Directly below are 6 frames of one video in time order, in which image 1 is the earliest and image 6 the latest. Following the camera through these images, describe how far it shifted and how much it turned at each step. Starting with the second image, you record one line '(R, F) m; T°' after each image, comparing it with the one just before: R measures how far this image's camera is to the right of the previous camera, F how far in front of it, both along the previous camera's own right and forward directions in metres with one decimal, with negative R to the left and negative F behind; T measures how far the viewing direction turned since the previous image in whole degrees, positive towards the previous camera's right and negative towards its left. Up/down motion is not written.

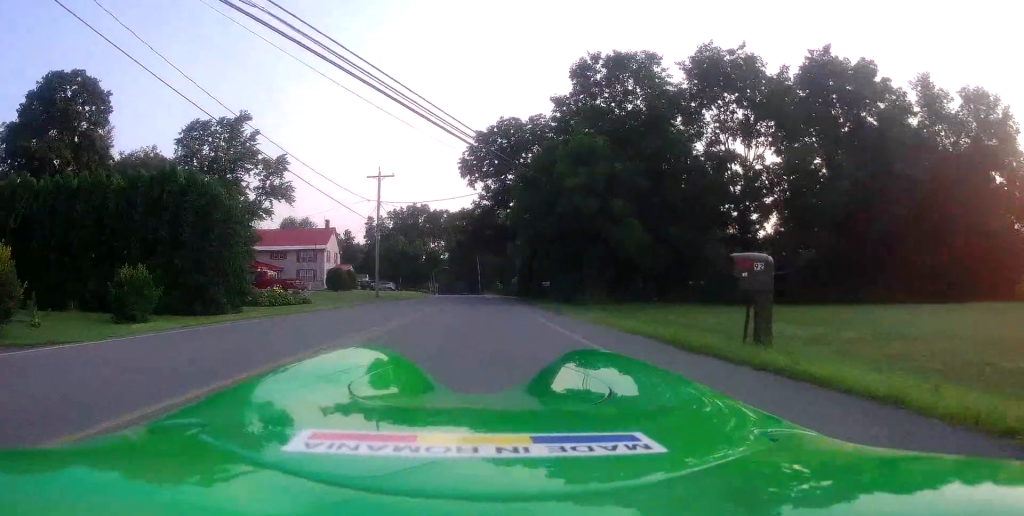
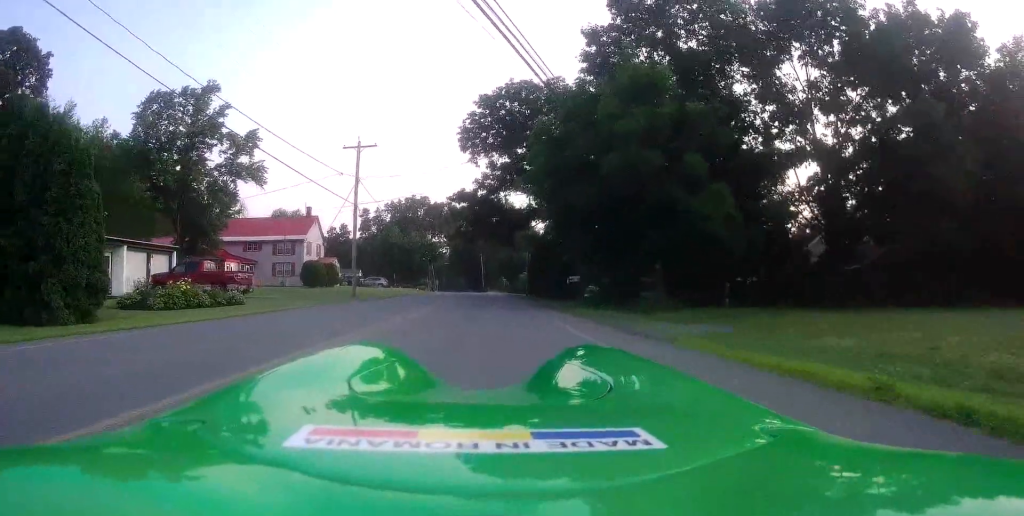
(0.0, +9.7) m; 0°
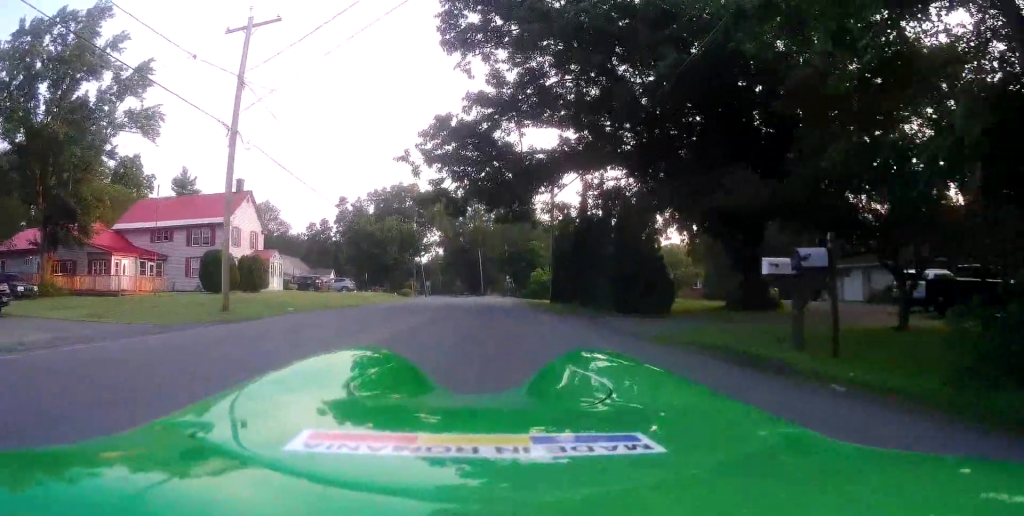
(+0.6, +19.5) m; -1°
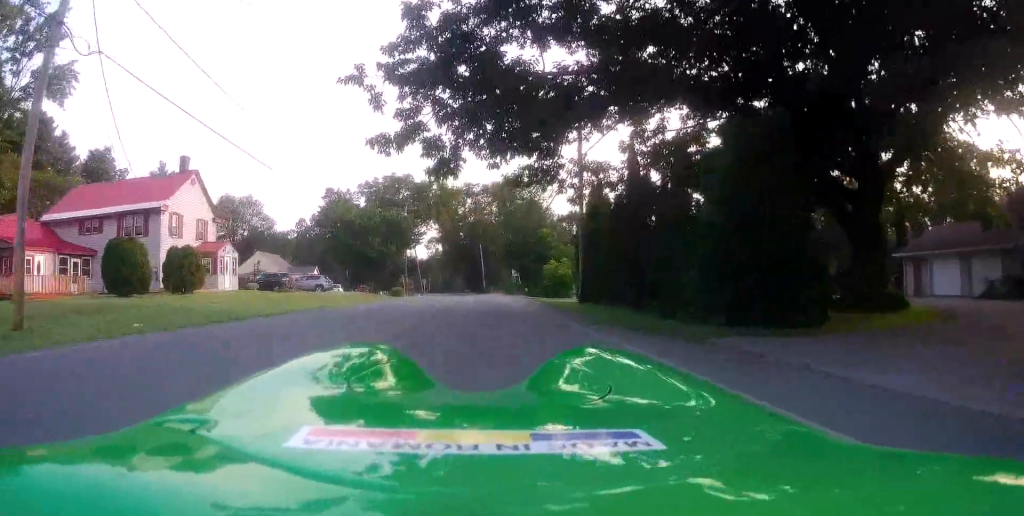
(-0.6, +10.2) m; -2°
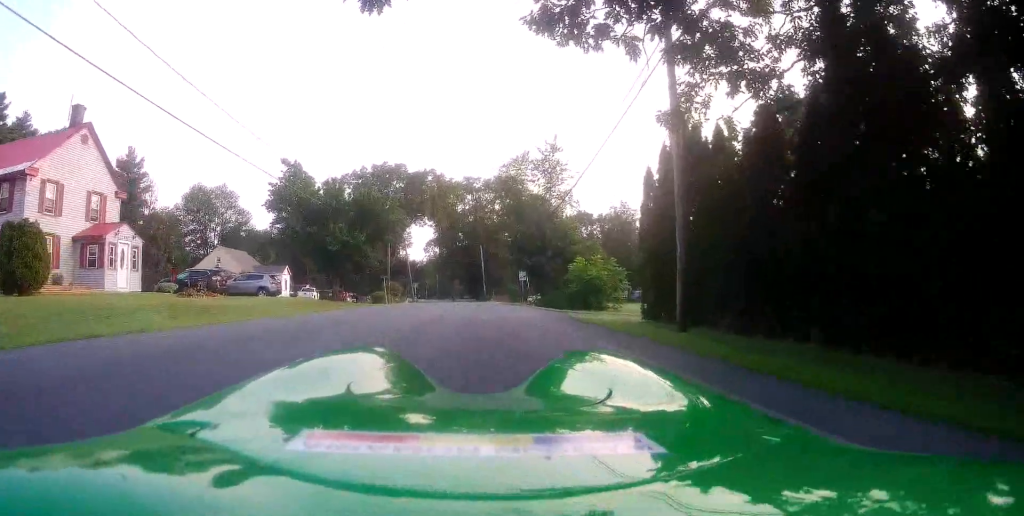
(+0.2, +12.8) m; +2°
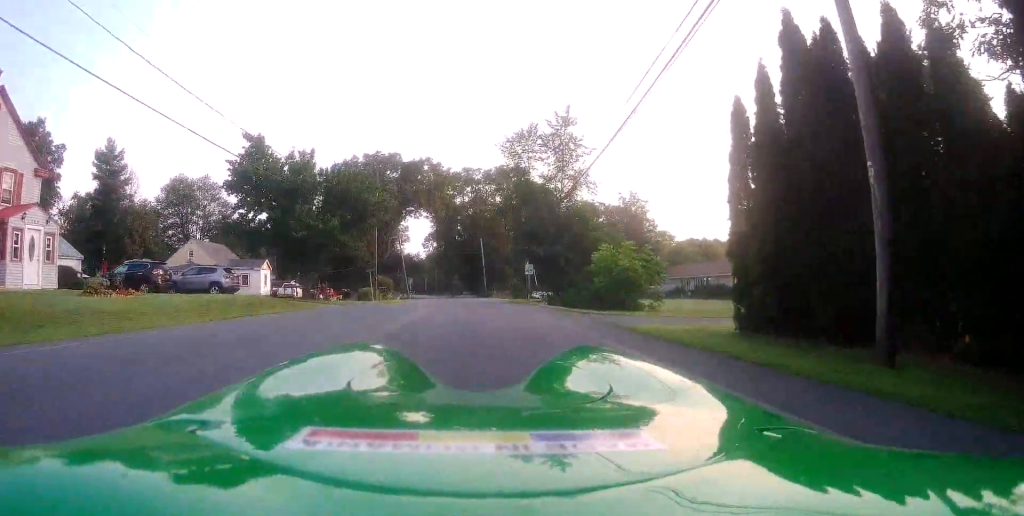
(+0.1, +7.1) m; +1°
